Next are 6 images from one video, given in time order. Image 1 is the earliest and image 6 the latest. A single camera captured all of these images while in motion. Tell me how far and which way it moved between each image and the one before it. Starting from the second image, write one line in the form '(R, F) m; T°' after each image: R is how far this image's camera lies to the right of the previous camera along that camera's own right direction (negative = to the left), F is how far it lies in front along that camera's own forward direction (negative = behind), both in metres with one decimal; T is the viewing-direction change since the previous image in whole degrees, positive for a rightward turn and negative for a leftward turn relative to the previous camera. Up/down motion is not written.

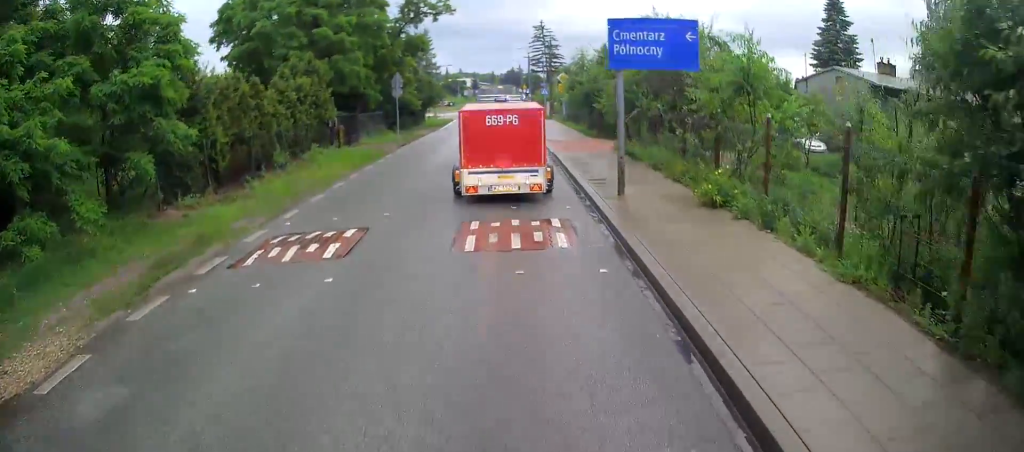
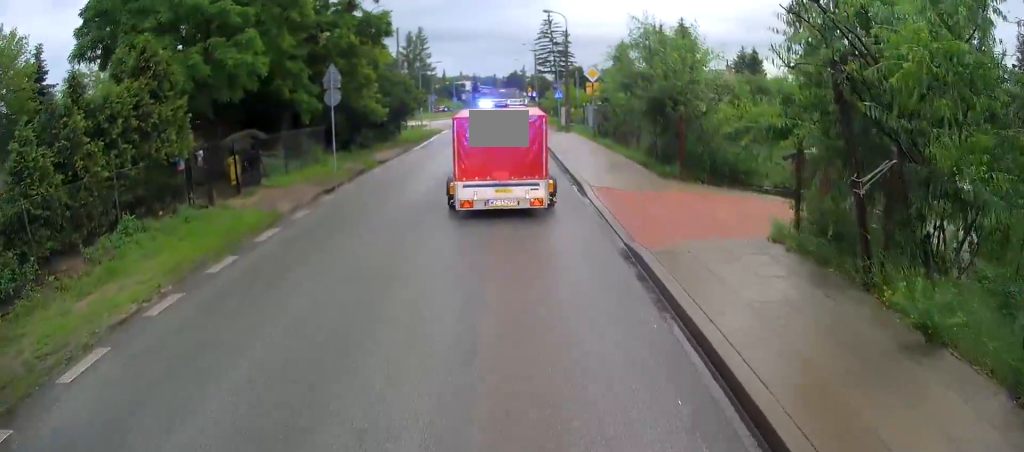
(+0.7, +10.1) m; -4°
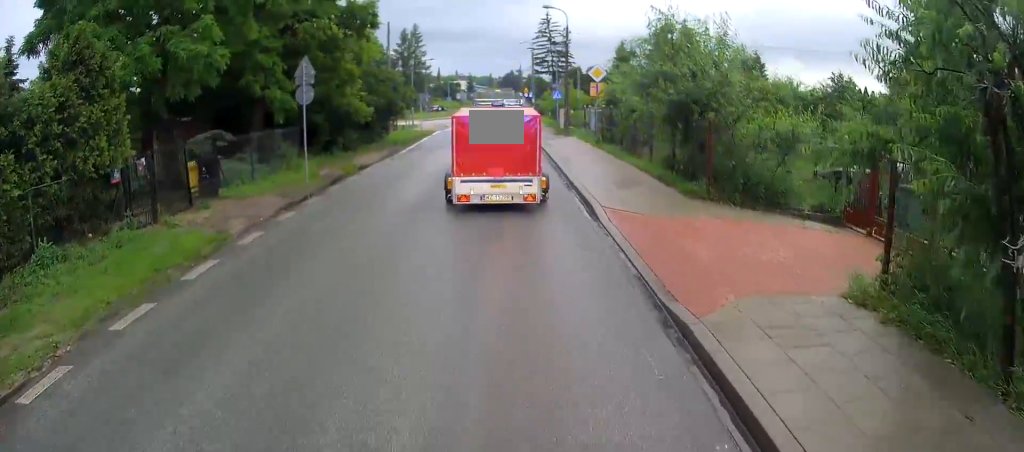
(+0.1, +2.3) m; +1°
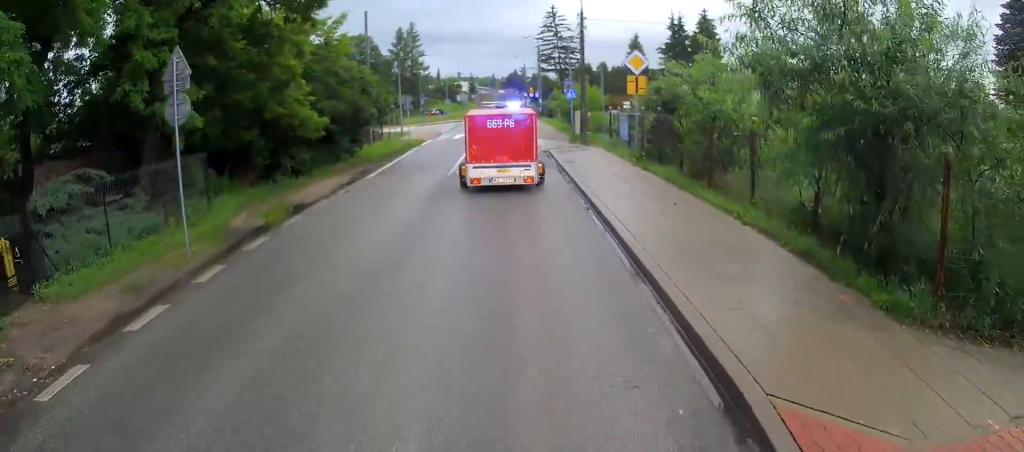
(-0.3, +6.7) m; -4°
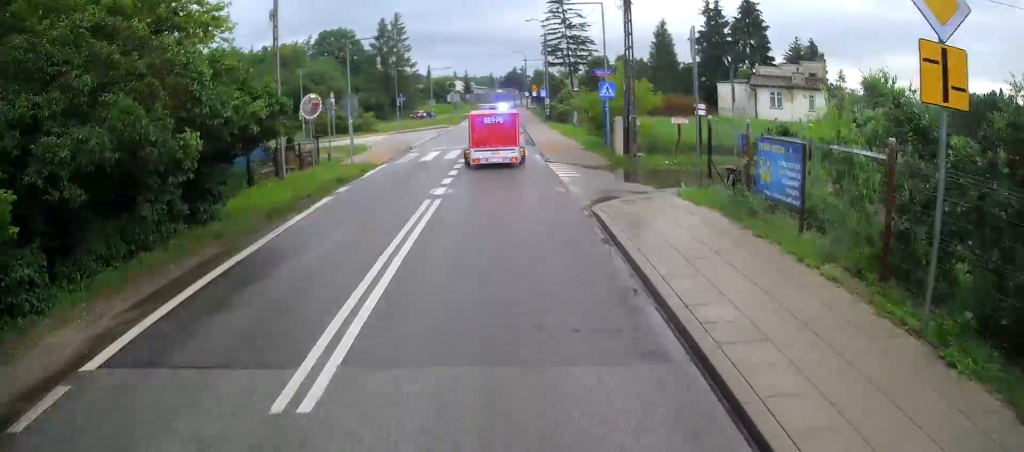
(-0.2, +13.2) m; -6°
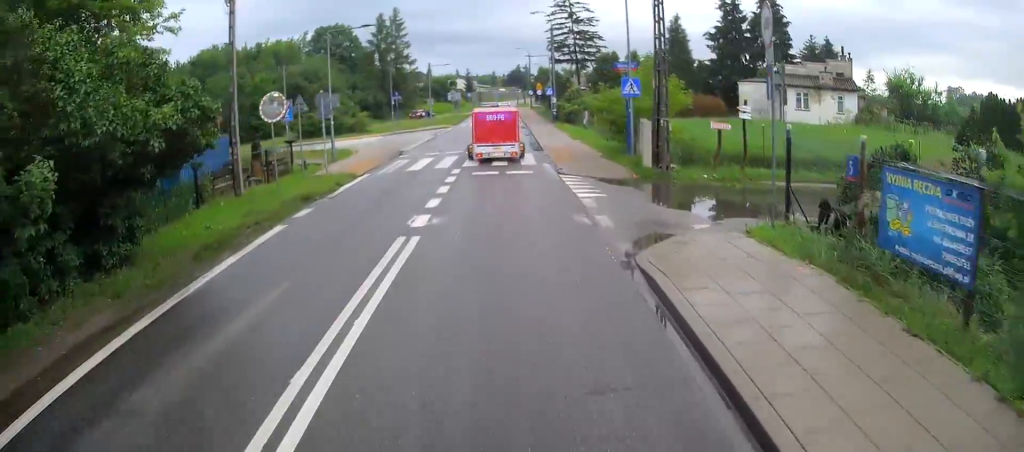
(-0.3, +3.7) m; -2°
